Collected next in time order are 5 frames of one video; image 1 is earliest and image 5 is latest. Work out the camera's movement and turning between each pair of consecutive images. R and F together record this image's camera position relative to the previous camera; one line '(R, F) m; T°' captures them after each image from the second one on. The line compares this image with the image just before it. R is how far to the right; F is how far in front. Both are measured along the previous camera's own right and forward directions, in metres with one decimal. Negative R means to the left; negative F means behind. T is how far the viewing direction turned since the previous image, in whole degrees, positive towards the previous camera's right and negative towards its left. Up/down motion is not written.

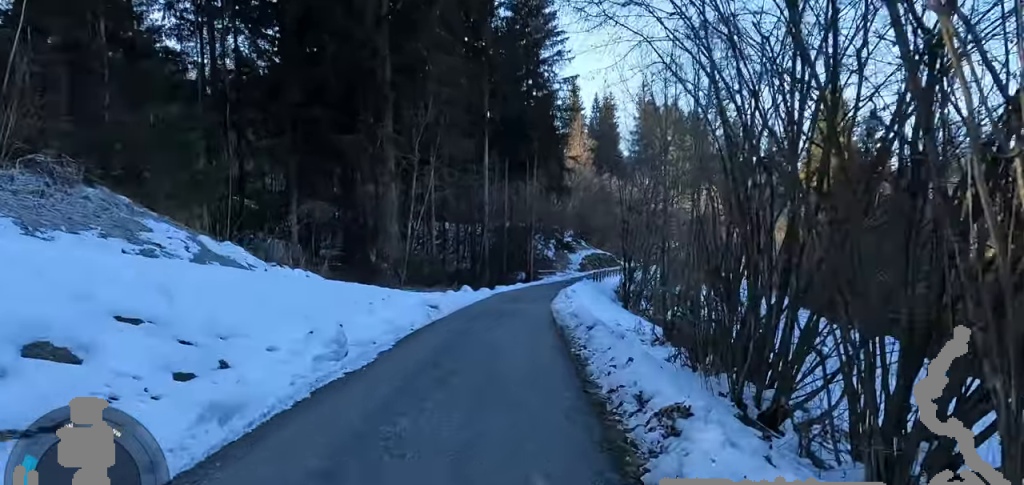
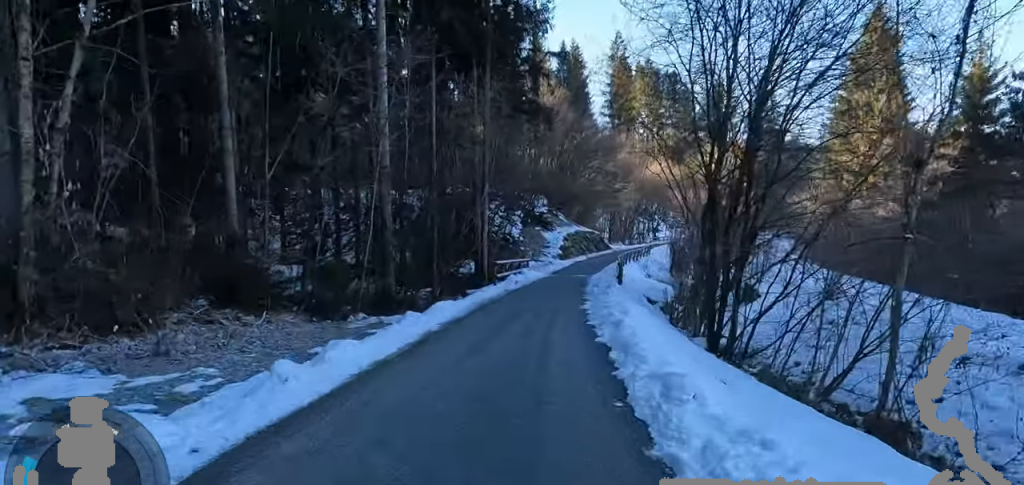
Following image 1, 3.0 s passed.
(-1.1, +19.0) m; +1°
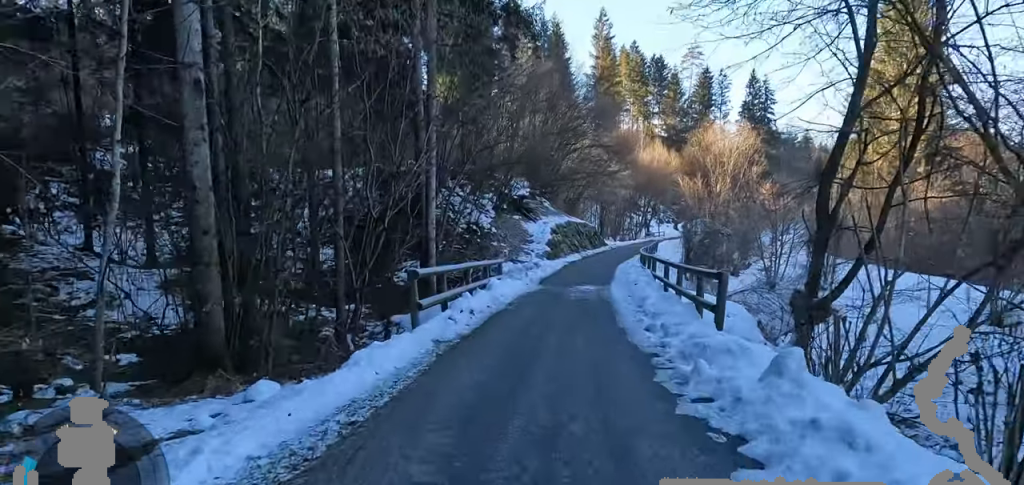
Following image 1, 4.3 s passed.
(+1.8, +8.9) m; +12°
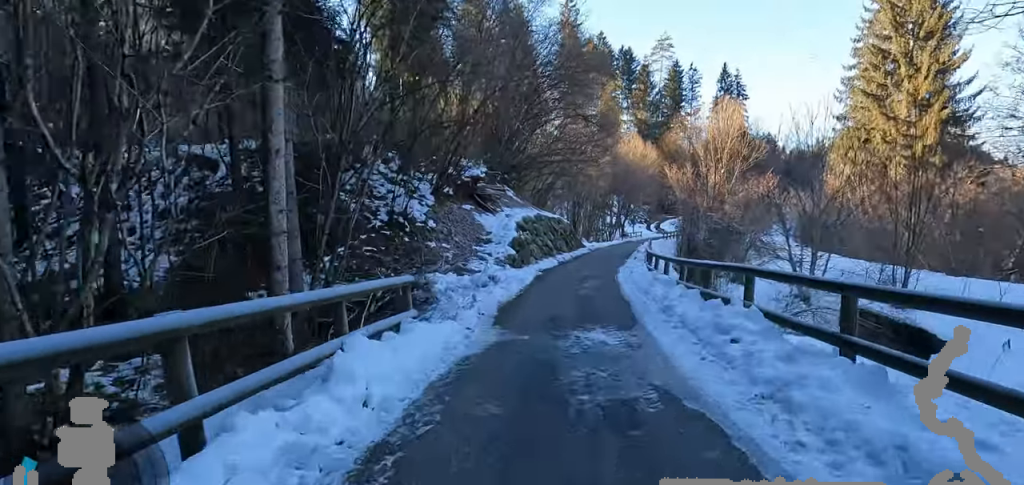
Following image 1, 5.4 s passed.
(0.0, +7.7) m; 0°
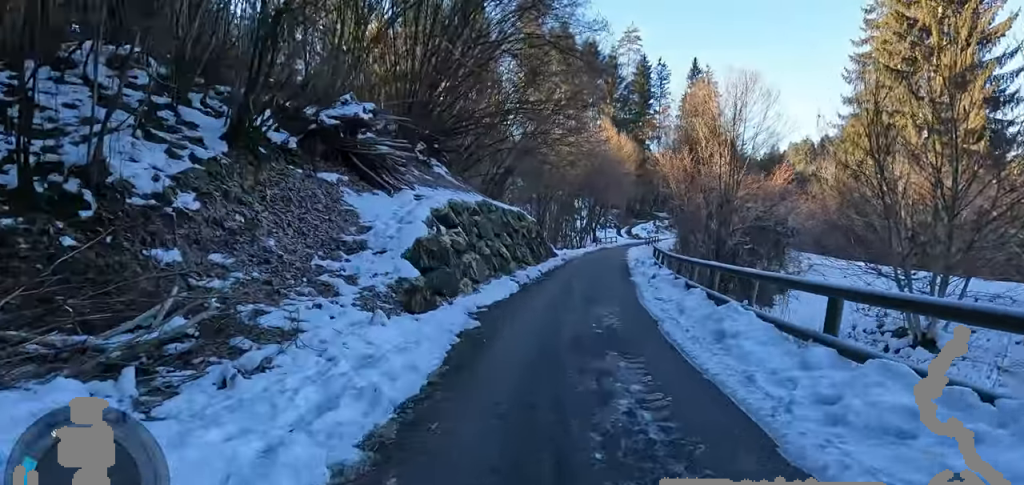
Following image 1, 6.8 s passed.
(0.0, +9.5) m; 0°
